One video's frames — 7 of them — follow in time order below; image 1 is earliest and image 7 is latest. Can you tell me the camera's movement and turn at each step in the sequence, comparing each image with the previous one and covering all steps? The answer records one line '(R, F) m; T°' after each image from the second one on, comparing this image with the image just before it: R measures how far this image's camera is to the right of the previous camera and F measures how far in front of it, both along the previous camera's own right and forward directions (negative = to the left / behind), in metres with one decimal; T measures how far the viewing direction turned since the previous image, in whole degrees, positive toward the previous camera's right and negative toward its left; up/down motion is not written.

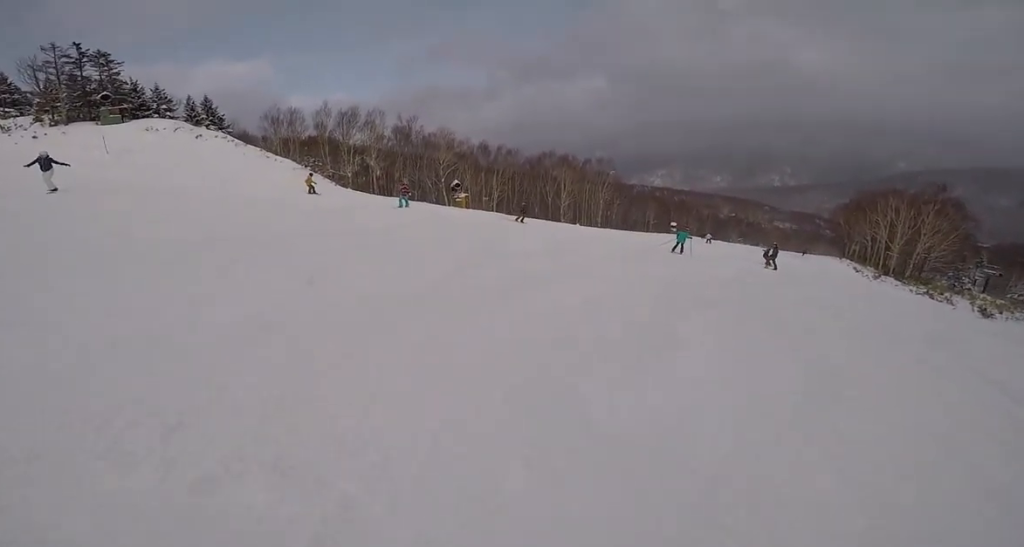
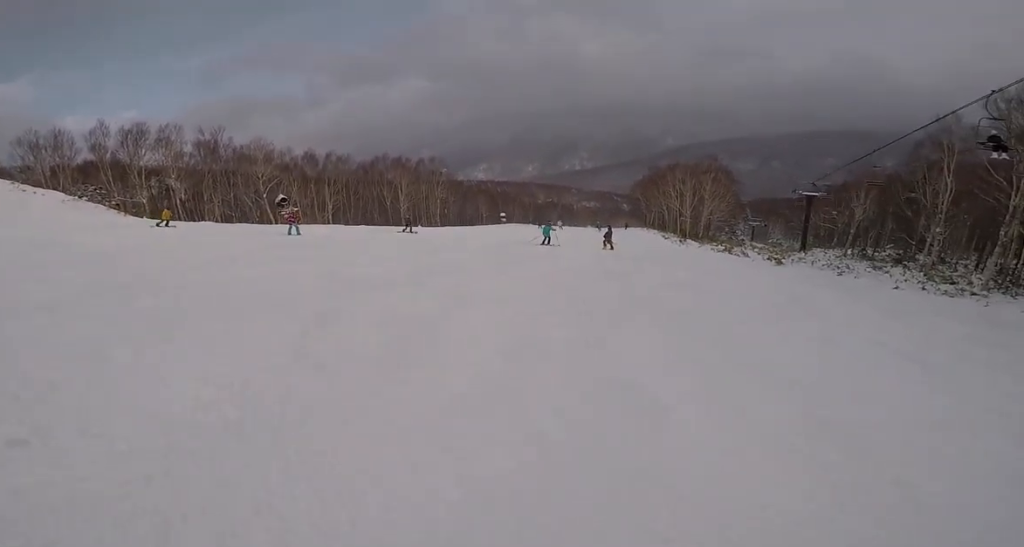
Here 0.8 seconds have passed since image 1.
(-0.1, +2.2) m; -14°
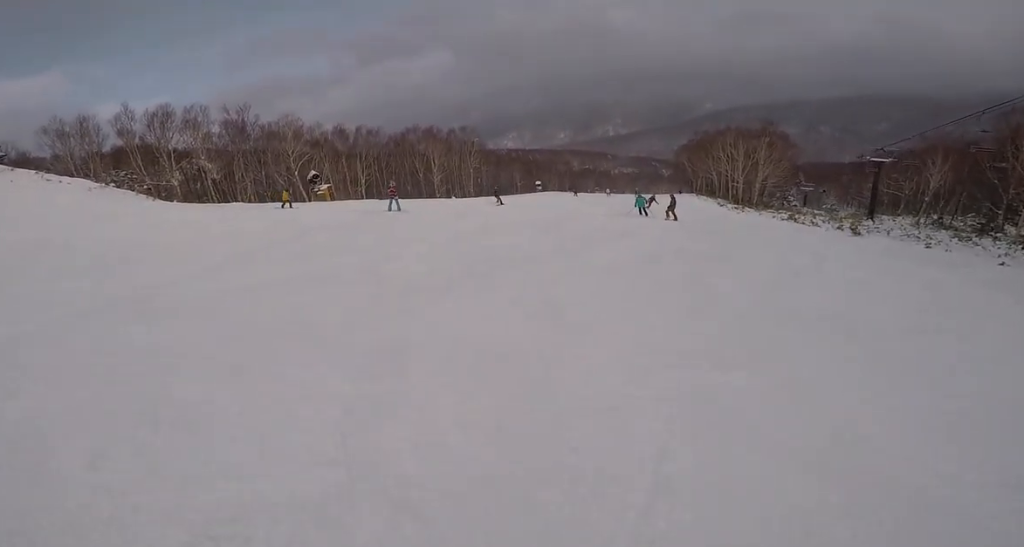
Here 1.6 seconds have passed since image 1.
(-0.6, +1.5) m; -2°
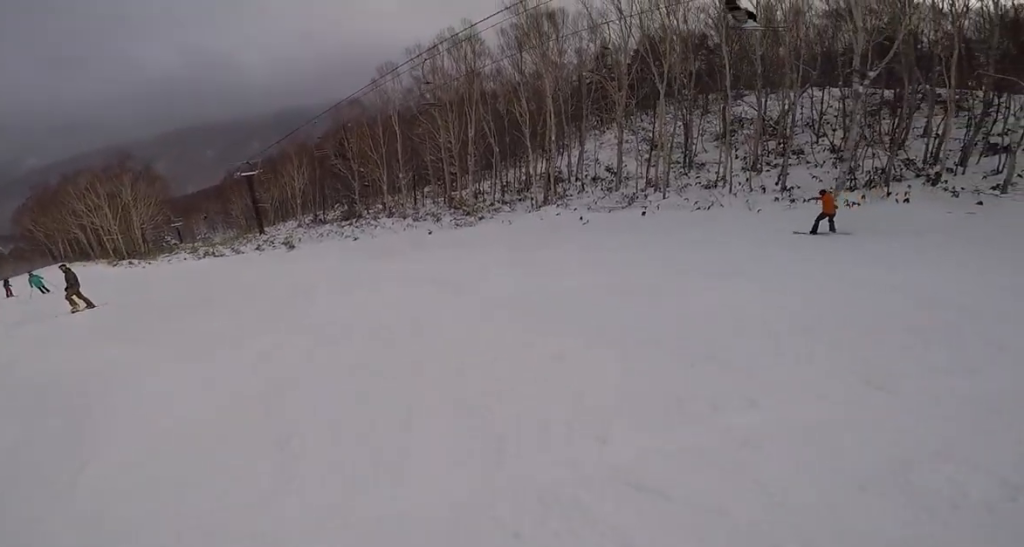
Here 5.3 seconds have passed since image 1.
(+9.8, +0.5) m; +107°
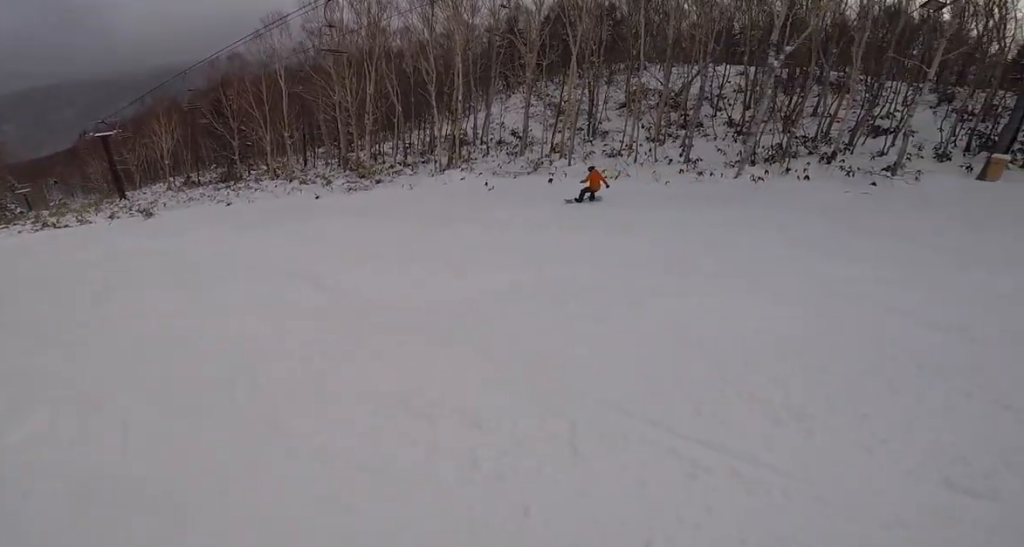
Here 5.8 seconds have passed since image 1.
(+0.5, +2.3) m; 0°
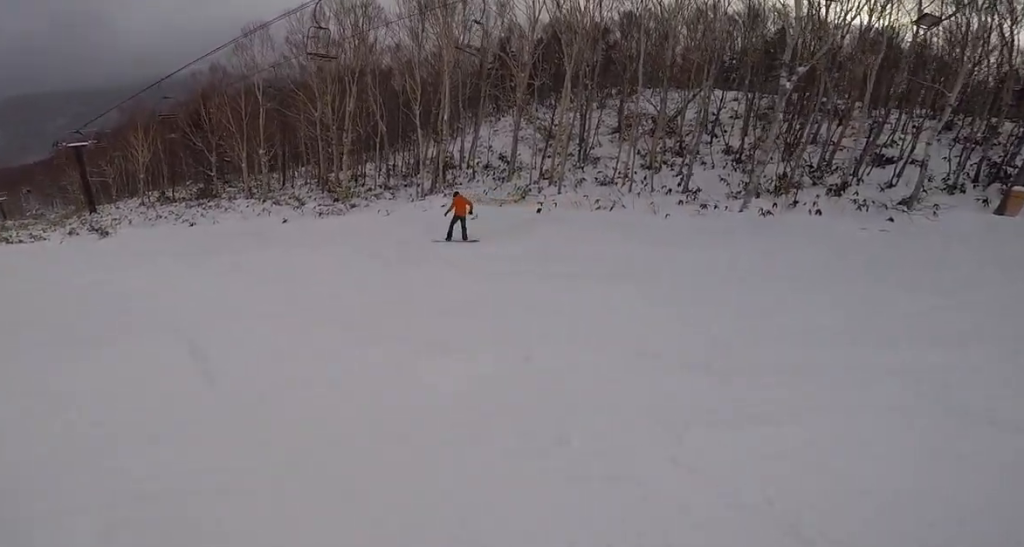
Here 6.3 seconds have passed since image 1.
(-0.4, +2.1) m; -20°
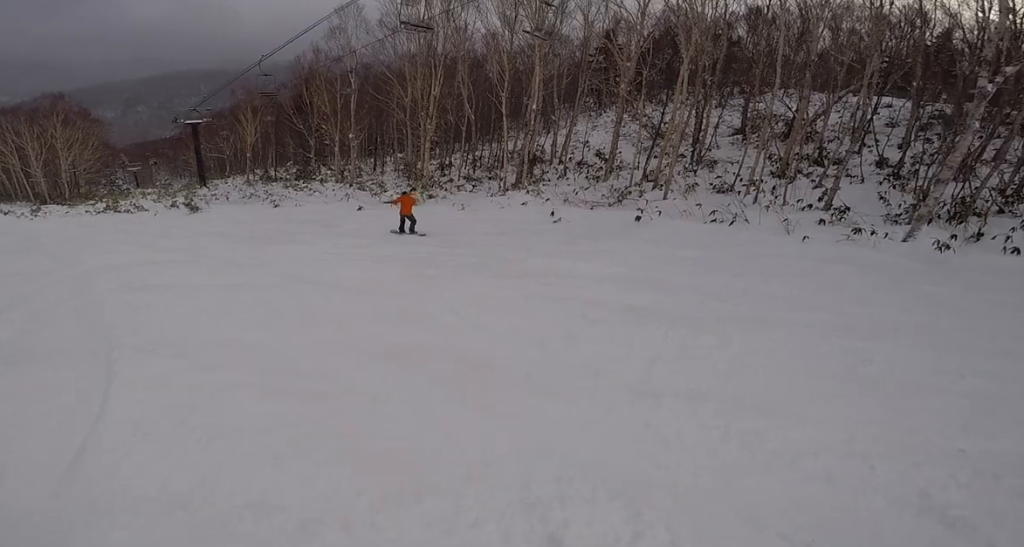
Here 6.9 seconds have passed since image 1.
(-0.1, +2.1) m; -21°
